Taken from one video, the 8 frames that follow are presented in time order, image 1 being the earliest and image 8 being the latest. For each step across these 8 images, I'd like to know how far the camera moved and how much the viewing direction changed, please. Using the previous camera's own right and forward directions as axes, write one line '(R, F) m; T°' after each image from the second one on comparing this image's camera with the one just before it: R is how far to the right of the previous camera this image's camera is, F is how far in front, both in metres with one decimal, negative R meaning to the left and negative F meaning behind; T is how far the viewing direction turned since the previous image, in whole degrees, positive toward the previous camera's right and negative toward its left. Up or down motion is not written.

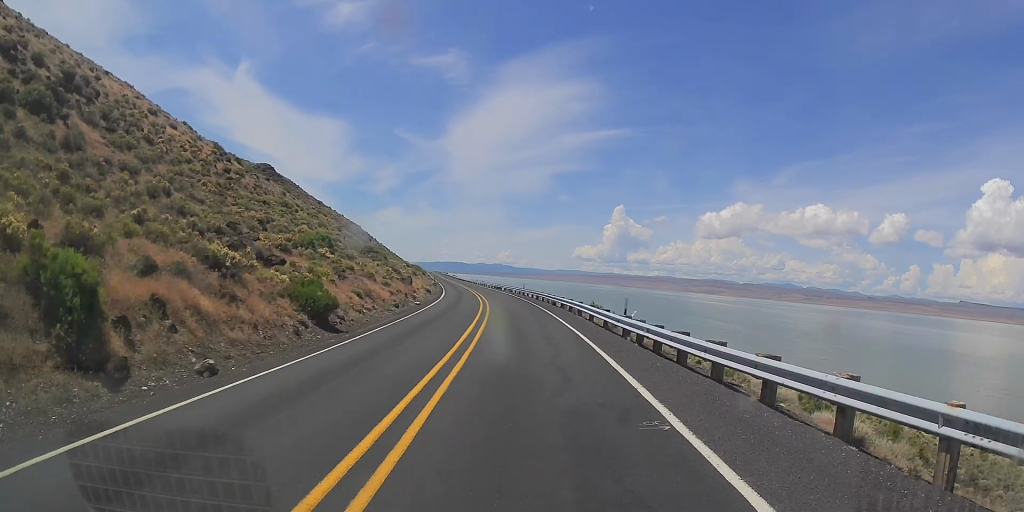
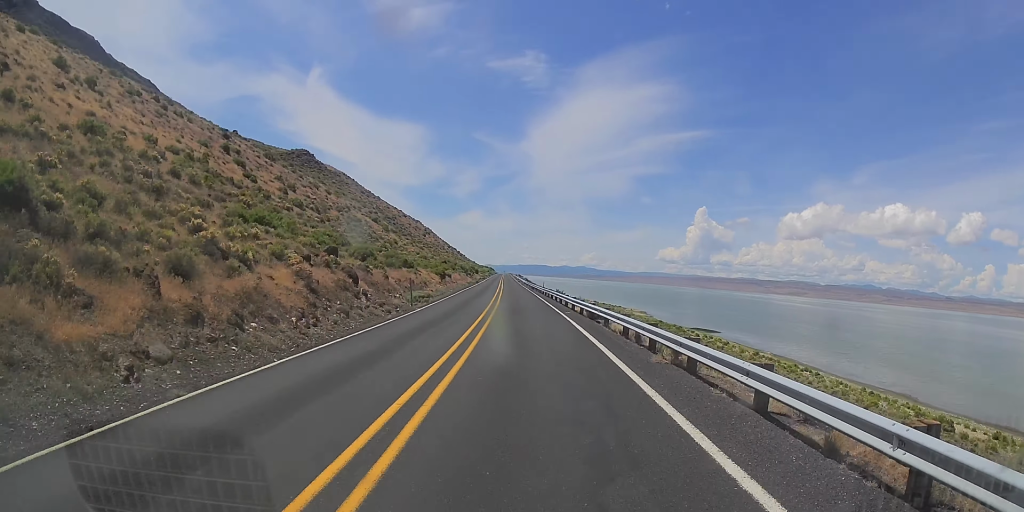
(-2.3, +64.5) m; -5°
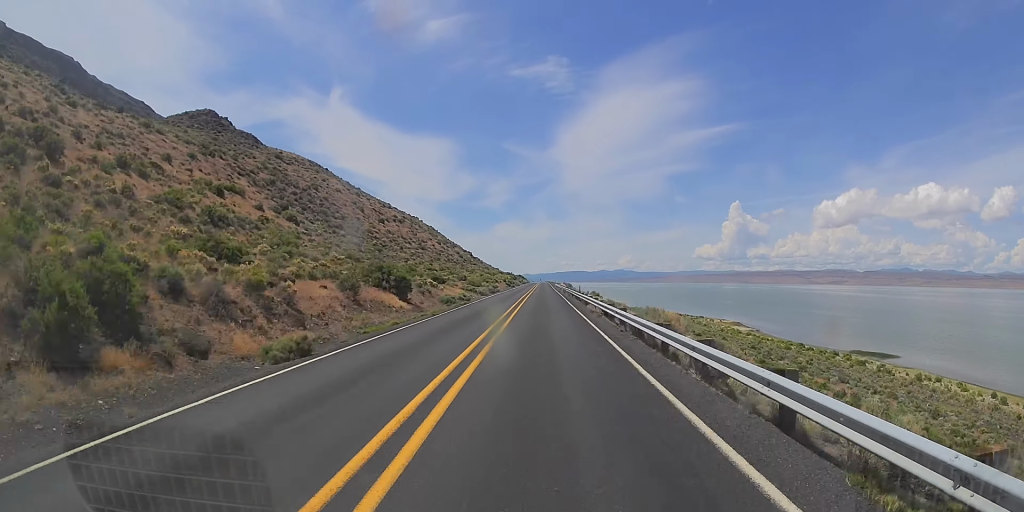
(-9.8, +132.6) m; -5°
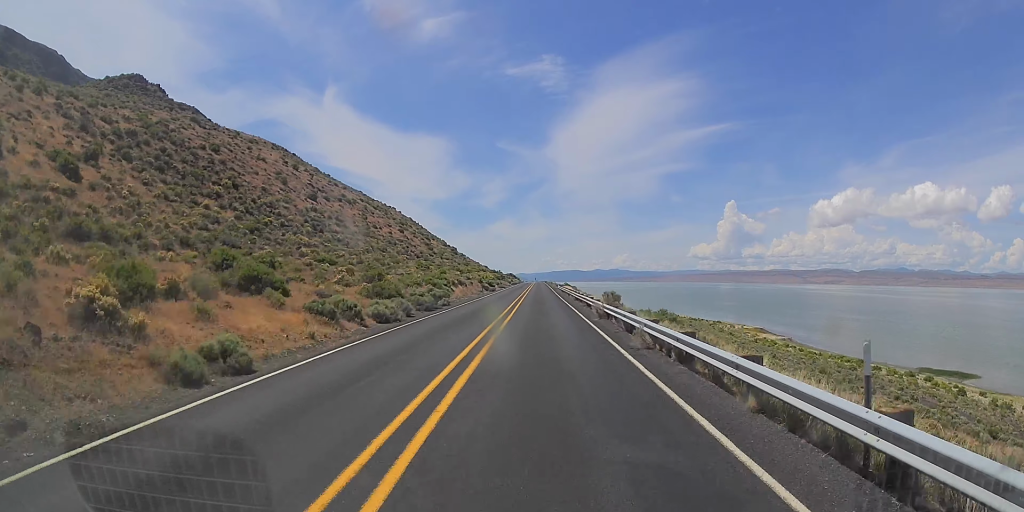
(-0.4, +42.1) m; 0°
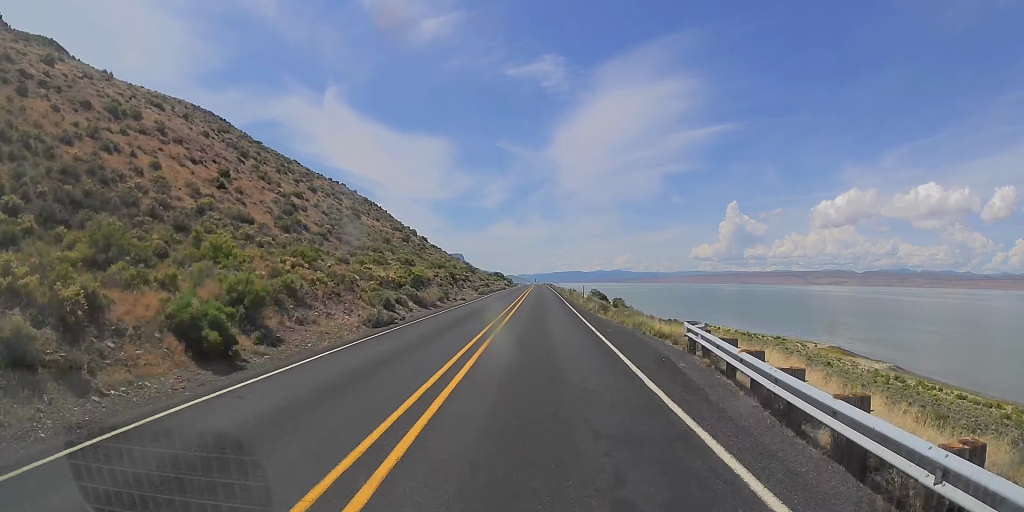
(-0.1, +78.9) m; 0°
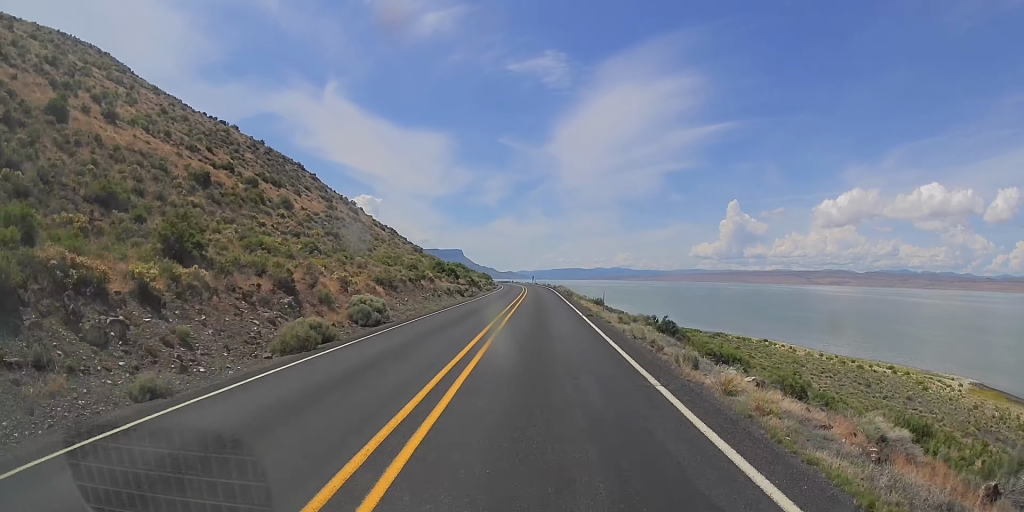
(+0.4, +86.2) m; 0°
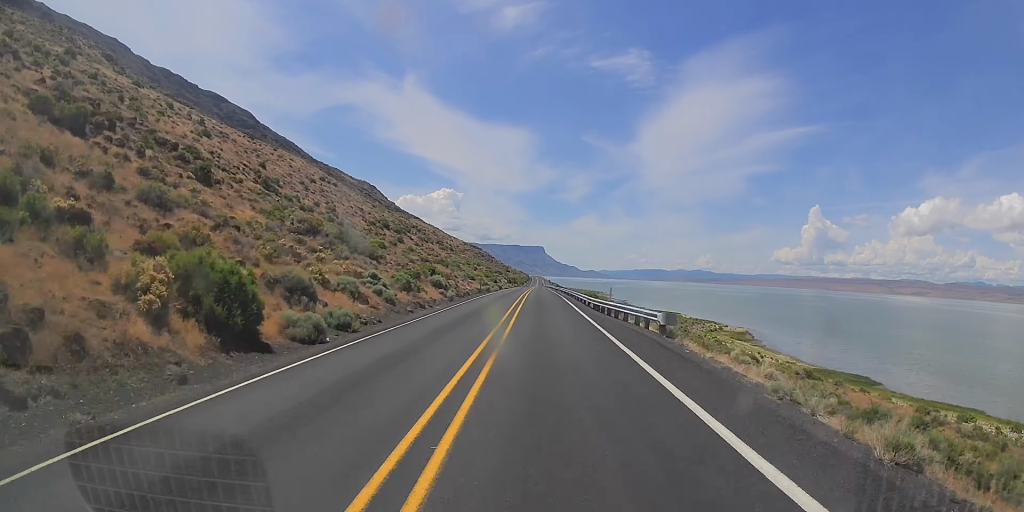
(-9.1, +198.8) m; -6°
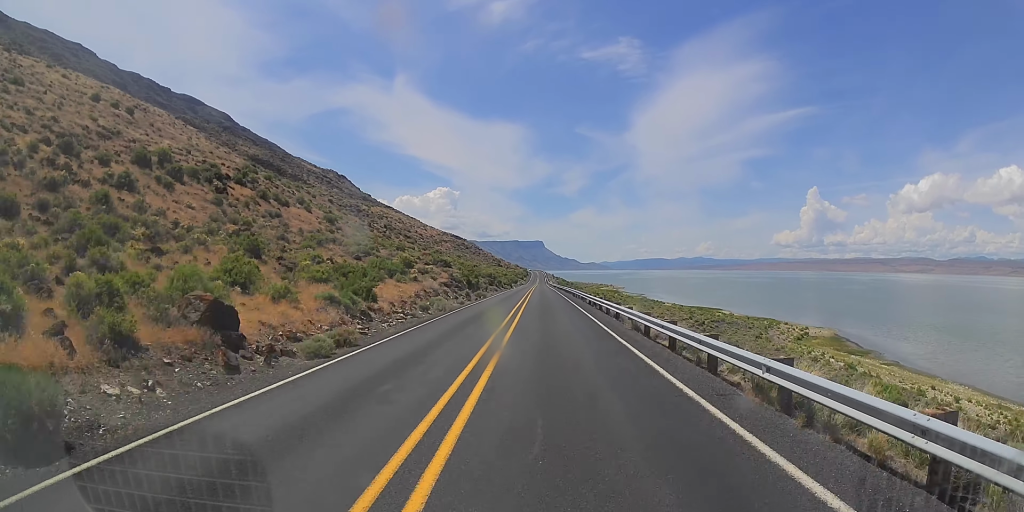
(-1.7, +92.7) m; -1°
